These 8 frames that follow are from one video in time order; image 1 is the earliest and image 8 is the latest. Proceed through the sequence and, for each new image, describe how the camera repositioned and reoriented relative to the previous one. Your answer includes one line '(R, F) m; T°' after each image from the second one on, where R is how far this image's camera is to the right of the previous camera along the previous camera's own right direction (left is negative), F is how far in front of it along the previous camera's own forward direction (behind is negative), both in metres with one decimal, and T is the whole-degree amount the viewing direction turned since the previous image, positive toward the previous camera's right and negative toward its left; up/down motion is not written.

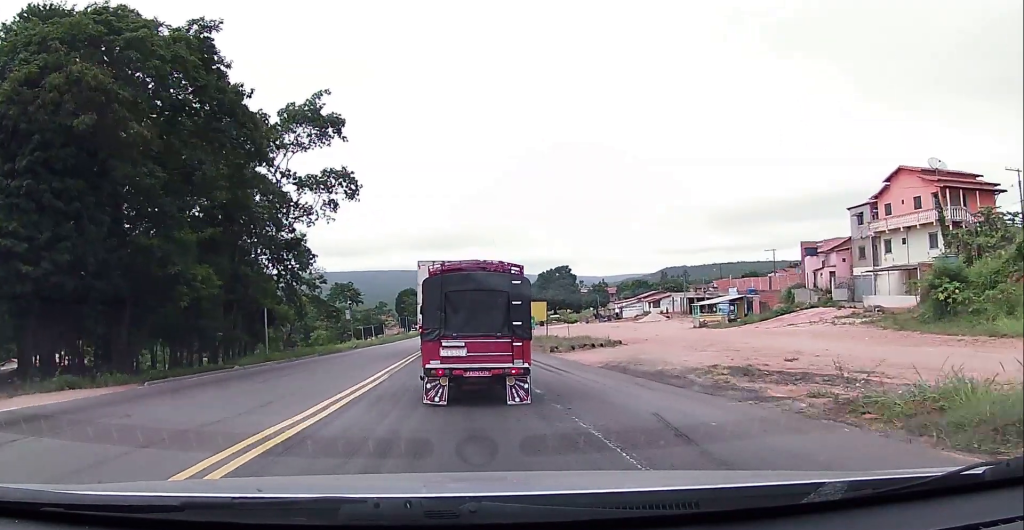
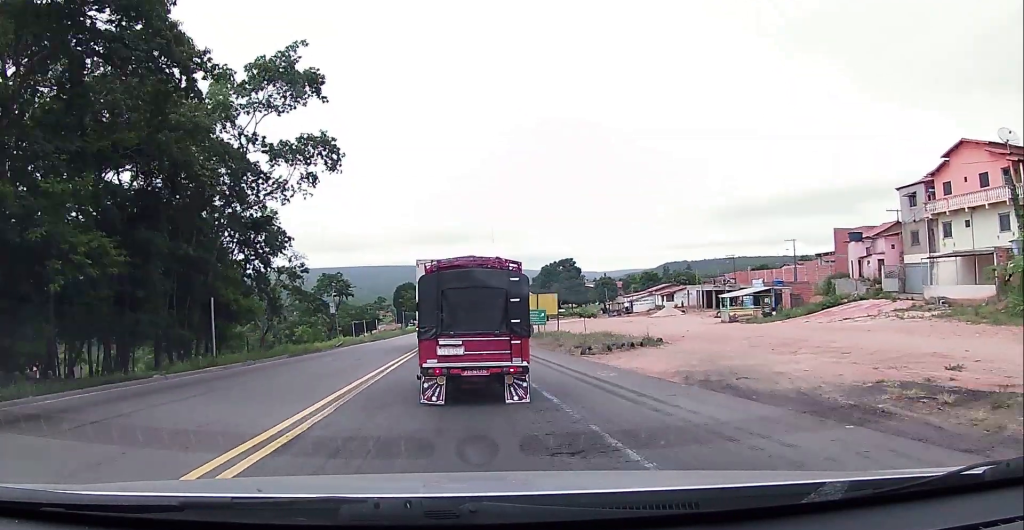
(+0.1, +7.9) m; 0°
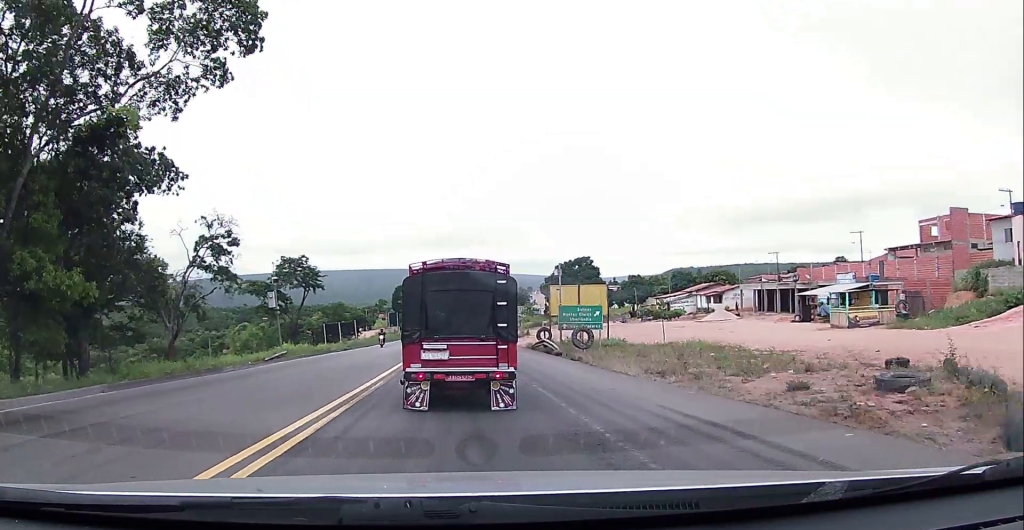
(+0.3, +20.2) m; 0°
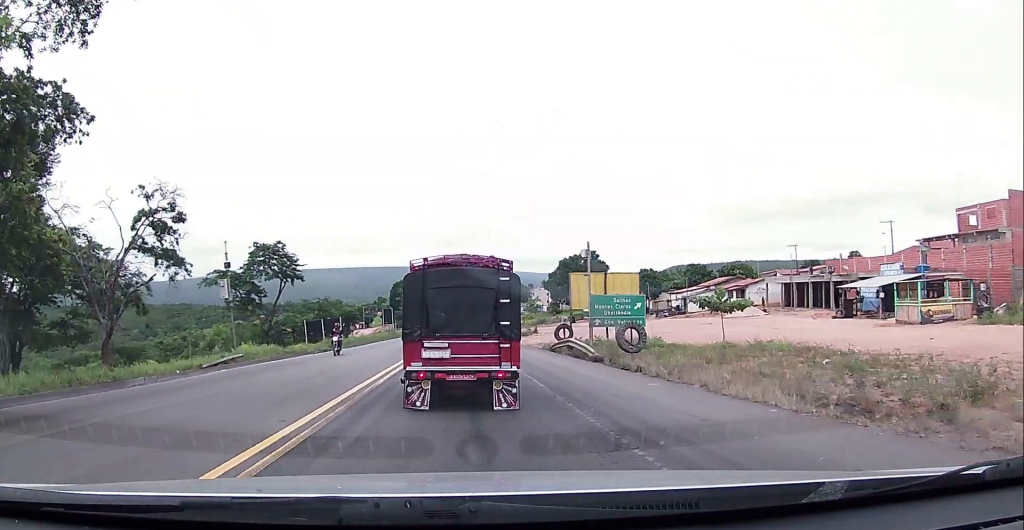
(-0.1, +8.0) m; -1°
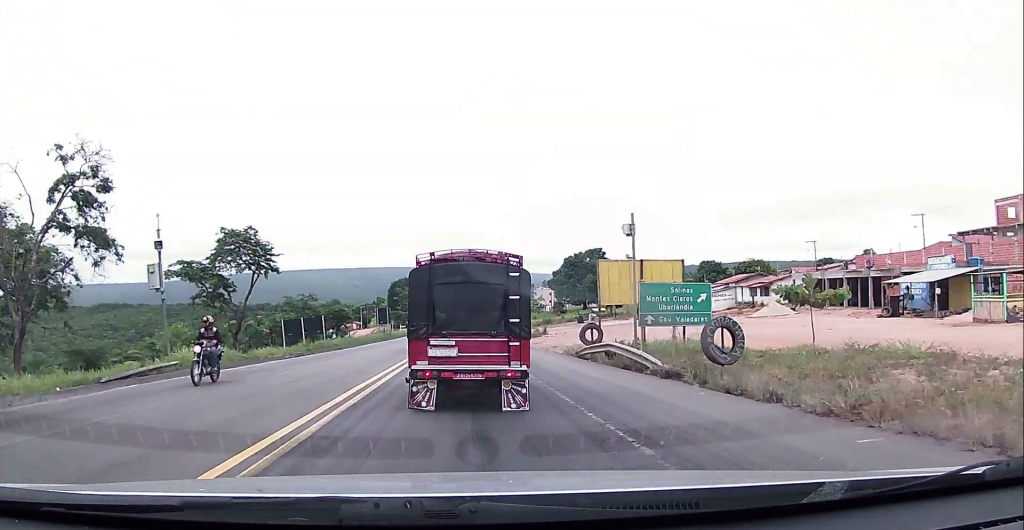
(0.0, +7.1) m; -1°
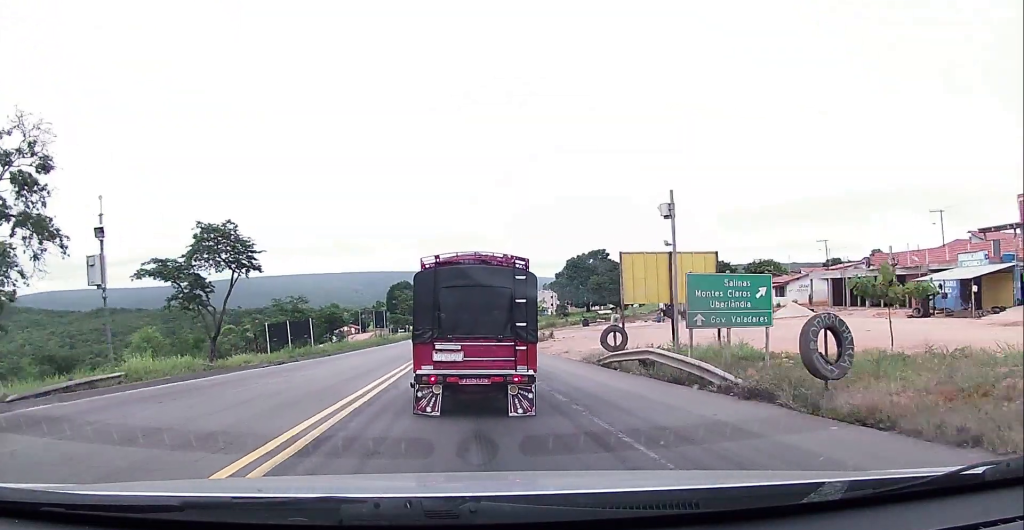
(-0.1, +4.1) m; -1°
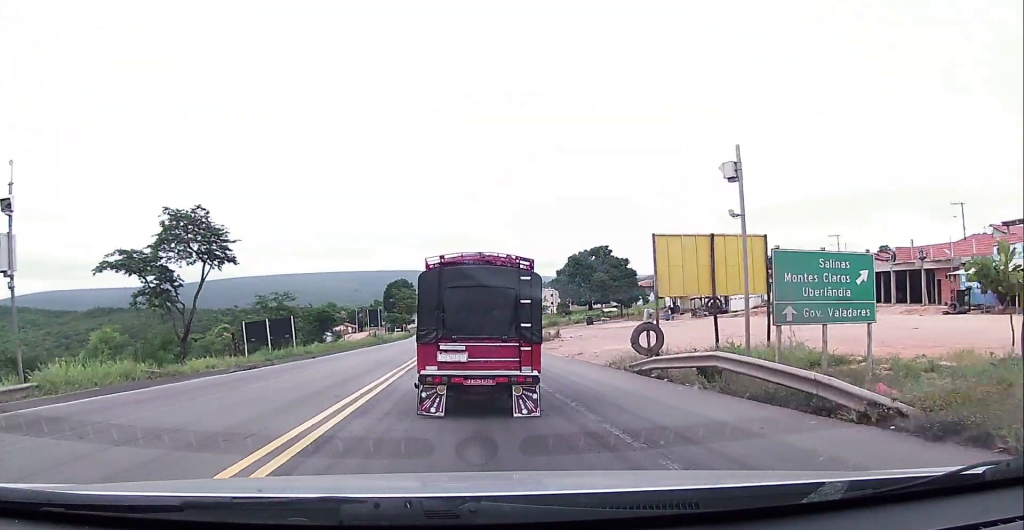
(0.0, +4.7) m; +2°
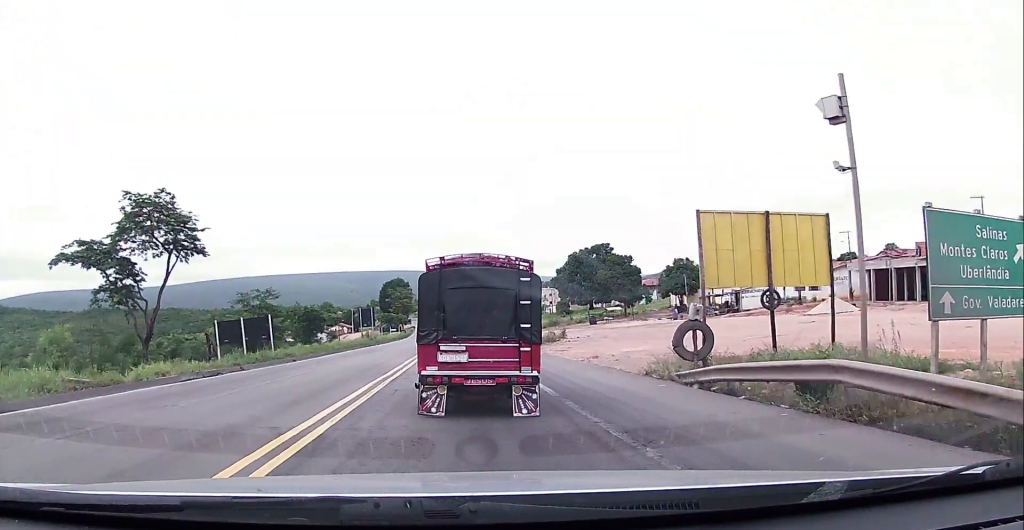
(-0.1, +4.4) m; +2°
